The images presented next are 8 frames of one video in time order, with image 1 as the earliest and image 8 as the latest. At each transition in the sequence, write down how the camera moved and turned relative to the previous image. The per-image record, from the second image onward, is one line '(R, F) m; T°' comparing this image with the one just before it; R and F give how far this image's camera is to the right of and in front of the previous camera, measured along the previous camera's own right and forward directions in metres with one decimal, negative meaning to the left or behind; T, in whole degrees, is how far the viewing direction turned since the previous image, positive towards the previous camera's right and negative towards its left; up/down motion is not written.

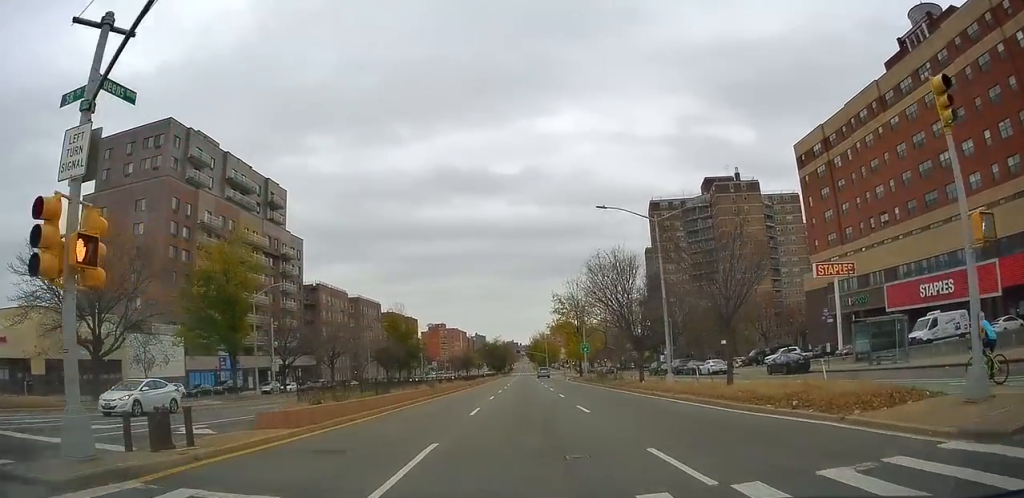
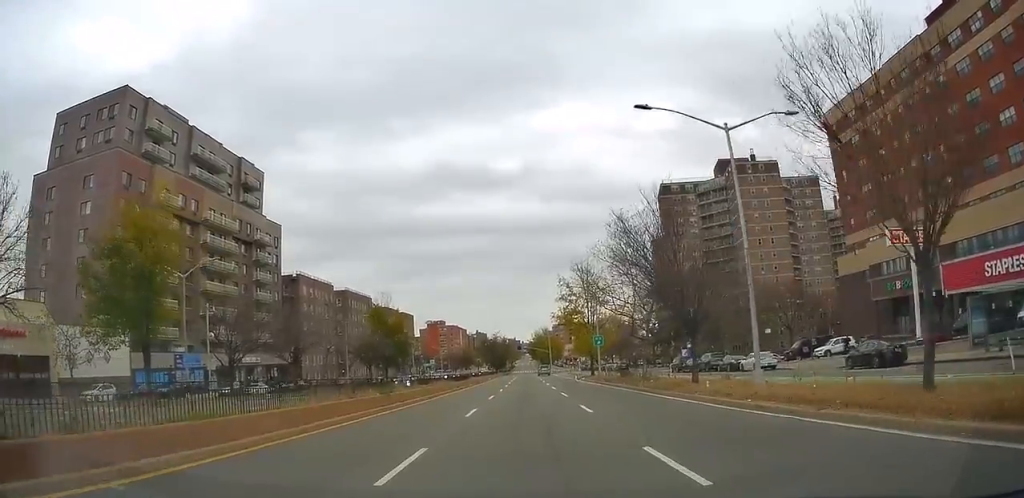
(+0.5, +11.4) m; 0°
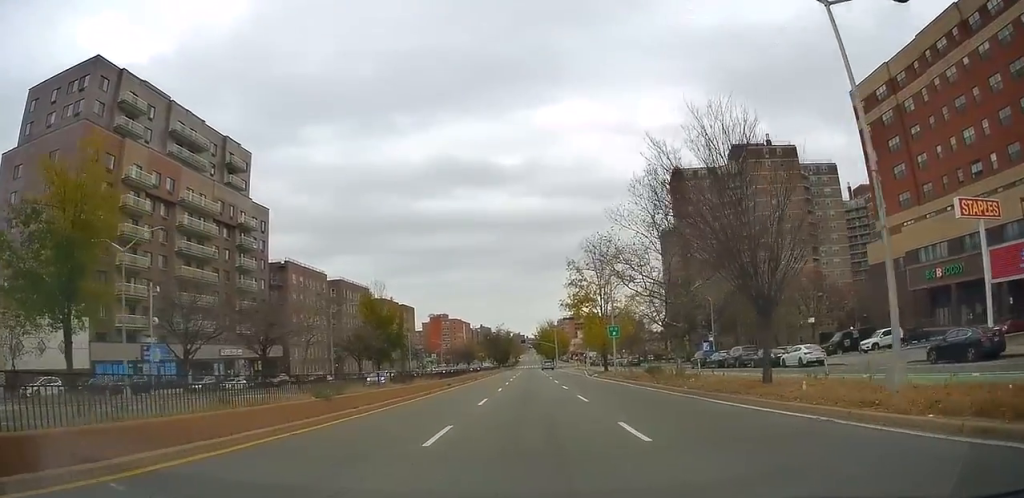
(-0.2, +7.4) m; 0°
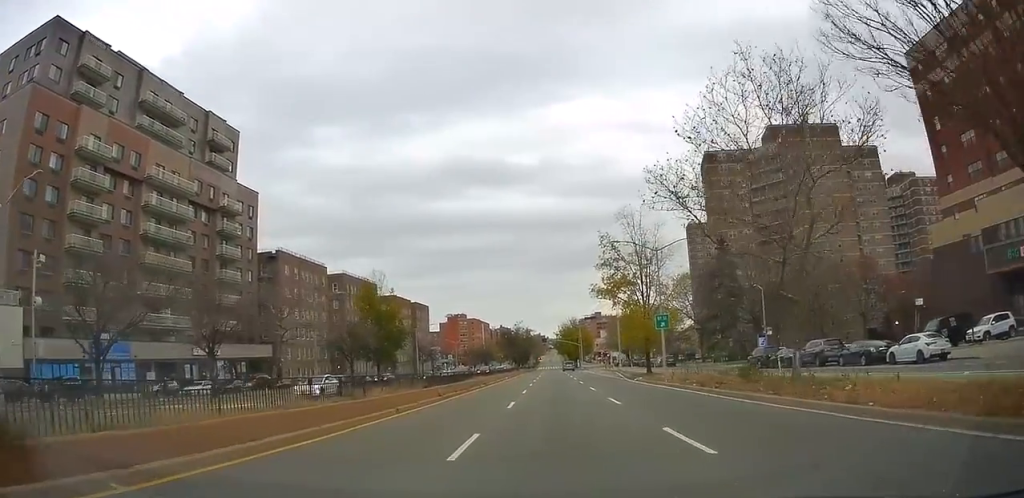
(0.0, +11.3) m; -2°
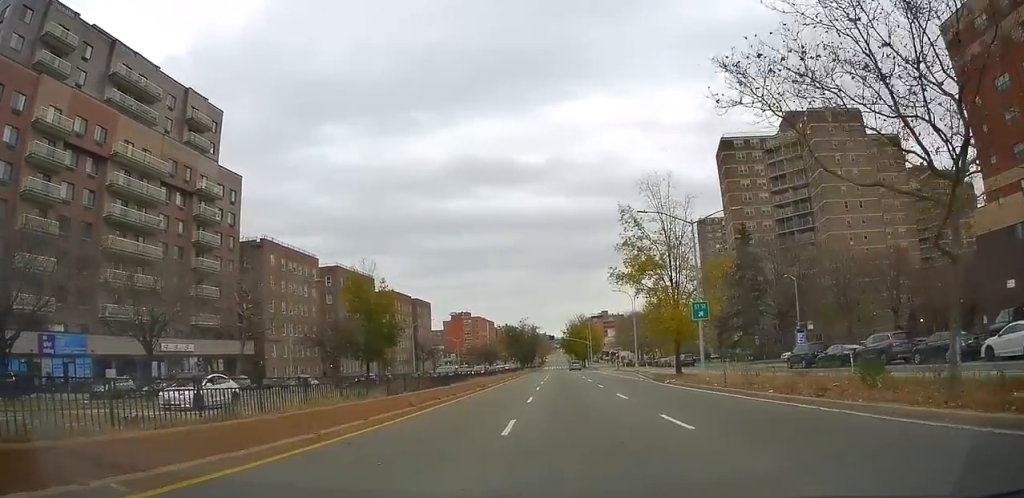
(+0.1, +7.3) m; -1°
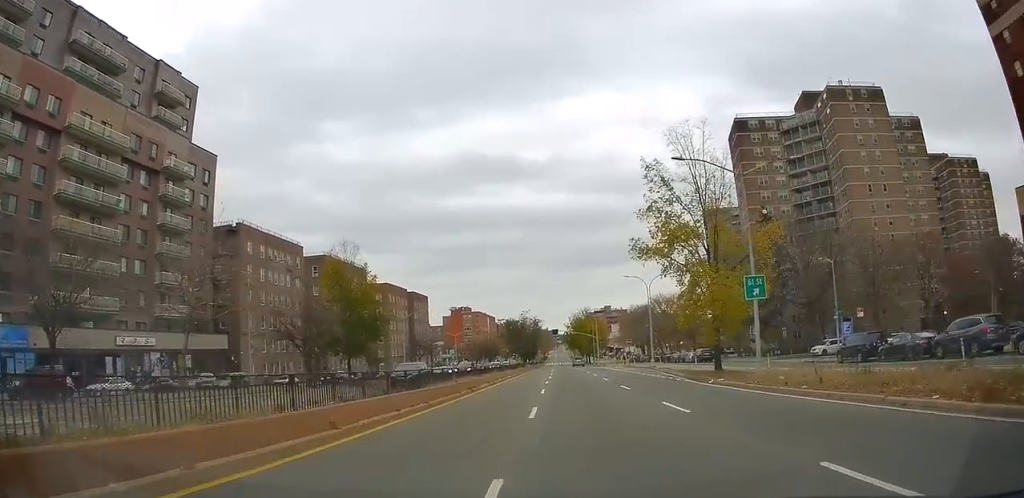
(-0.7, +7.5) m; 0°
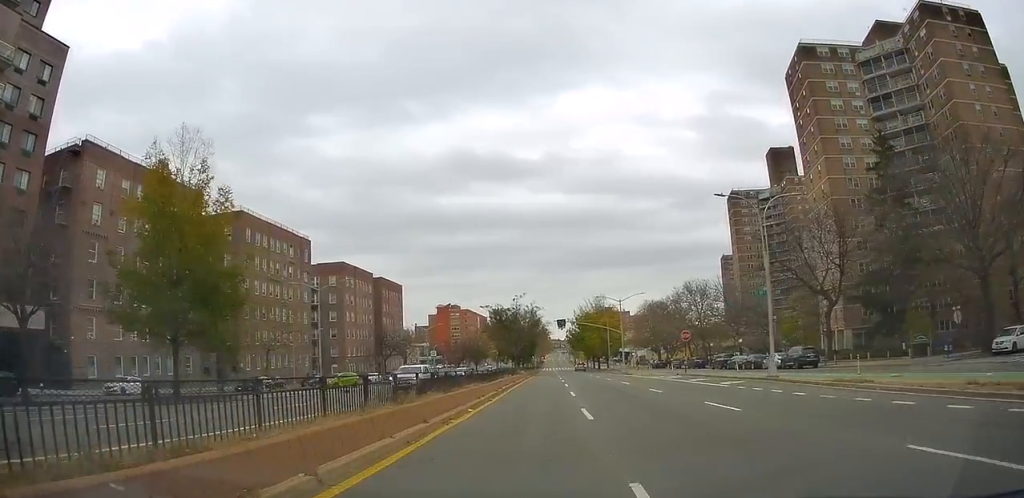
(+0.8, +30.0) m; 0°
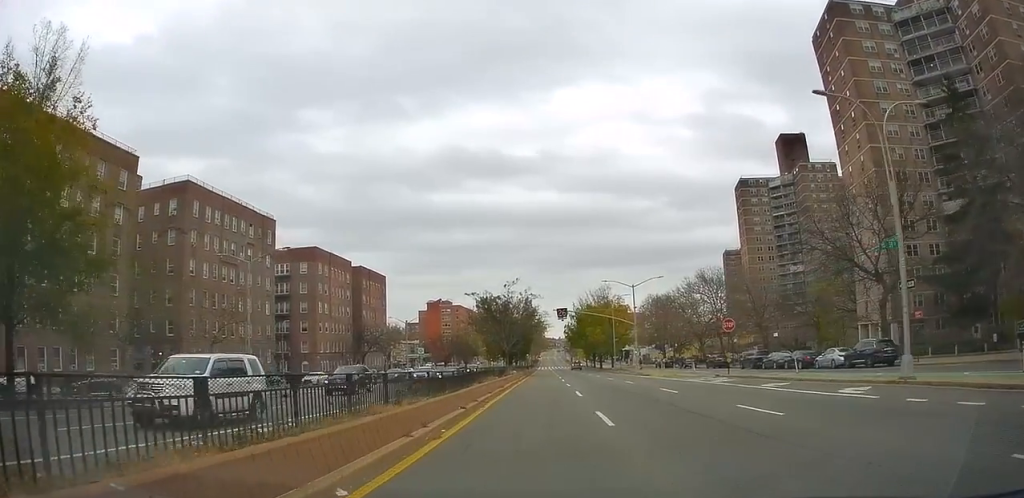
(0.0, +11.9) m; +1°
